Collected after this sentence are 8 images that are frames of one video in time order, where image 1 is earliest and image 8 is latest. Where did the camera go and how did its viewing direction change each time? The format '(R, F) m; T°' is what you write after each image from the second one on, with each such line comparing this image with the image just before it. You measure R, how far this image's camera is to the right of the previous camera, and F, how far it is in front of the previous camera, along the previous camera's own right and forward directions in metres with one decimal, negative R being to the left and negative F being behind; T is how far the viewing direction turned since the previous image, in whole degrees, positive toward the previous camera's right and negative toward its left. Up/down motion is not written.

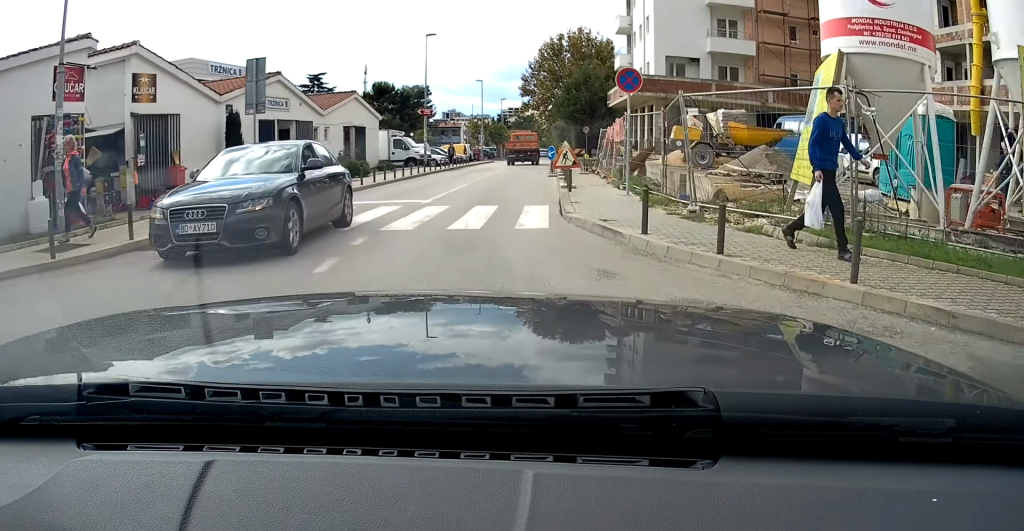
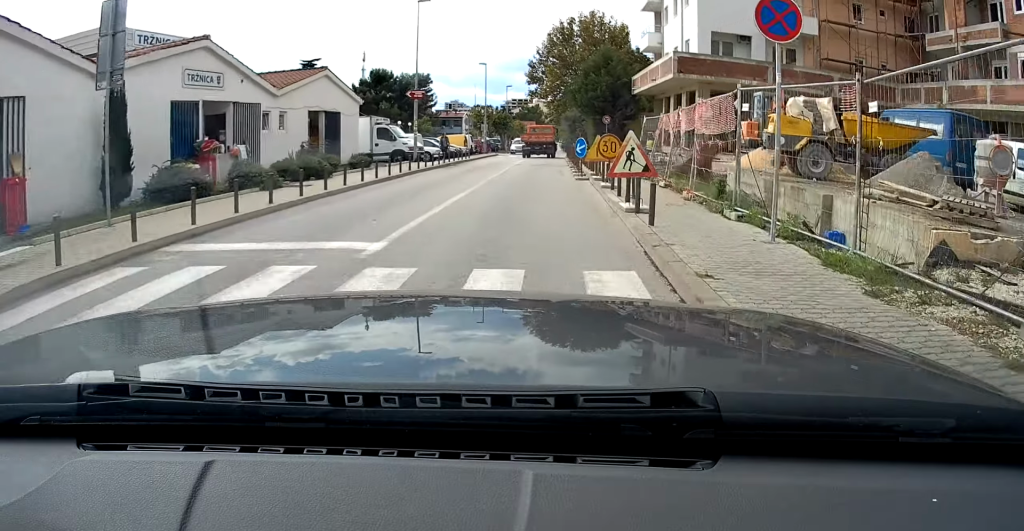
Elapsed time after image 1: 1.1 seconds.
(-0.2, +7.7) m; 0°
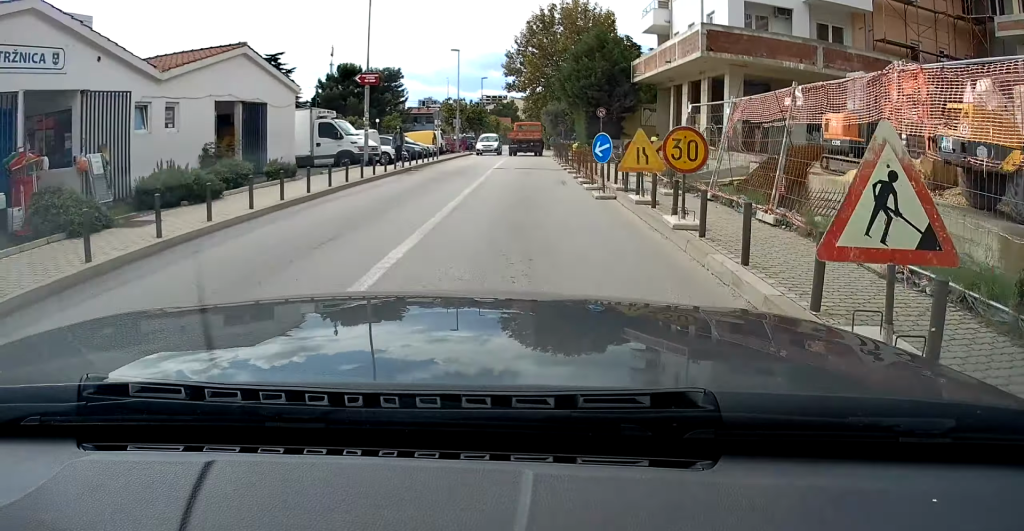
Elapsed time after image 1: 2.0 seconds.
(-0.2, +6.6) m; 0°
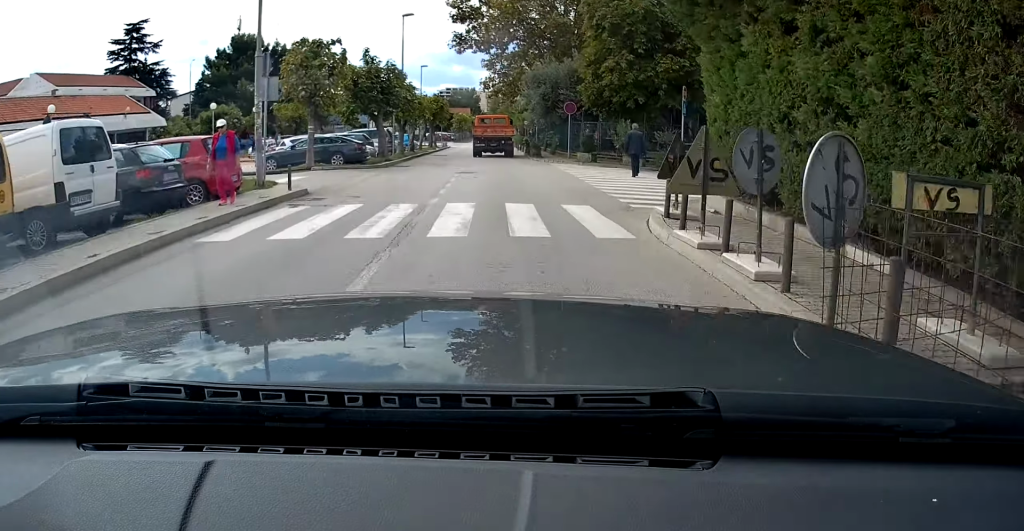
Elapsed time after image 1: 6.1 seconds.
(+1.4, +36.1) m; +3°
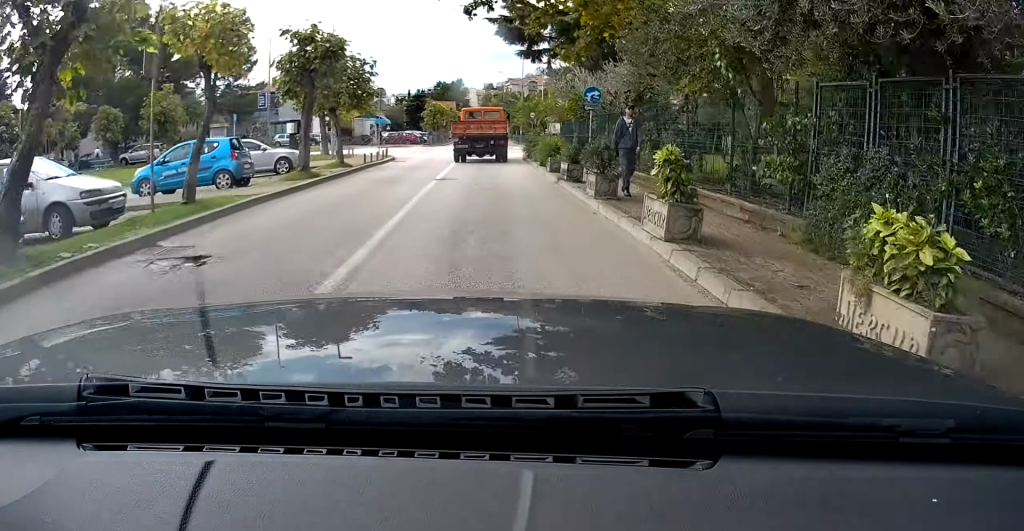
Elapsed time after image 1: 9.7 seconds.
(+0.3, +33.3) m; +1°
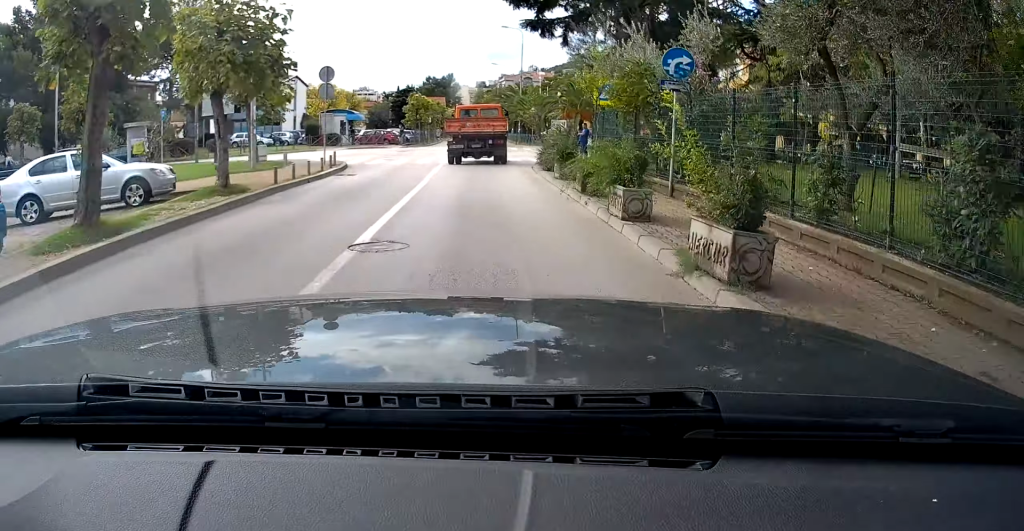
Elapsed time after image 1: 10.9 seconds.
(0.0, +9.7) m; -1°
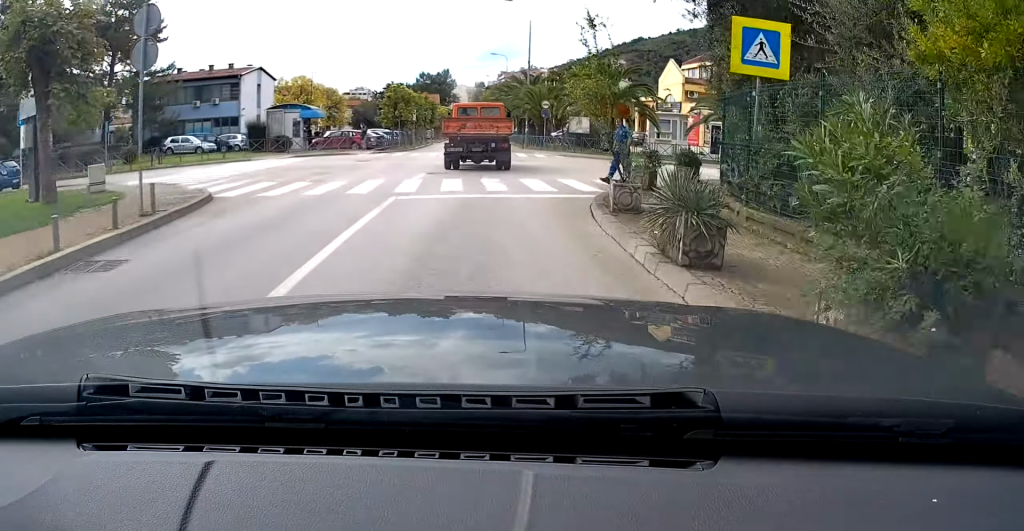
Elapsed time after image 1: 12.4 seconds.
(-0.1, +12.1) m; -2°
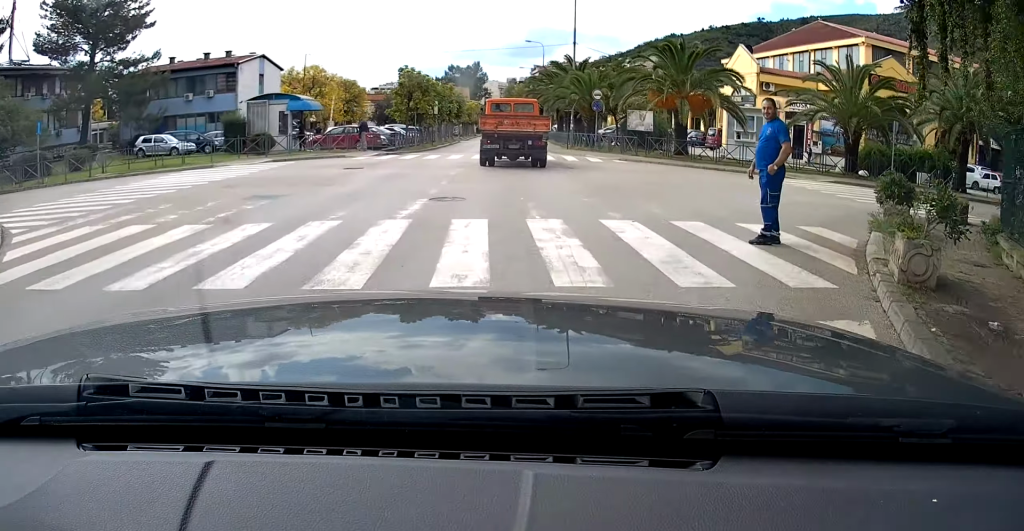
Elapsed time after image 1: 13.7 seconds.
(-0.6, +9.3) m; -1°
